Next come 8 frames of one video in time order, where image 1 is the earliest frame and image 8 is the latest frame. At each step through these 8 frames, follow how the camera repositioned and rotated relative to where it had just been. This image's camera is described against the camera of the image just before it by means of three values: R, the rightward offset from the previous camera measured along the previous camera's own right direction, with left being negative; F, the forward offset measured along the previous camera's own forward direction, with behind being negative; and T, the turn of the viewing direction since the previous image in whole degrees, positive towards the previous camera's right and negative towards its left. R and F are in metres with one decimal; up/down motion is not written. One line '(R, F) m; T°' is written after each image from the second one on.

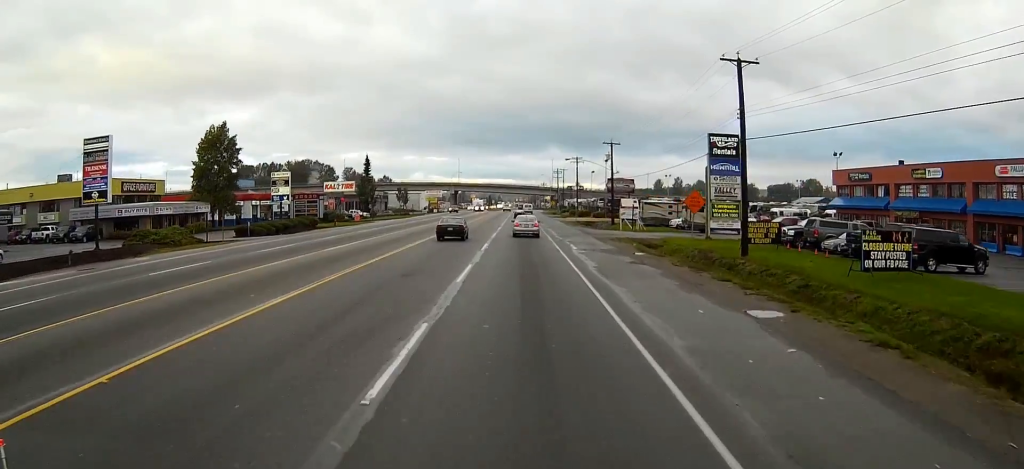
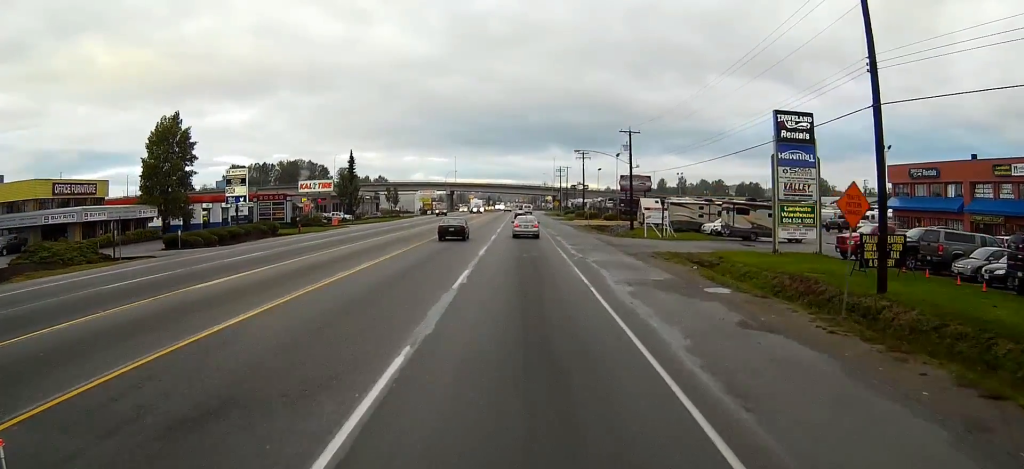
(0.0, +15.1) m; 0°
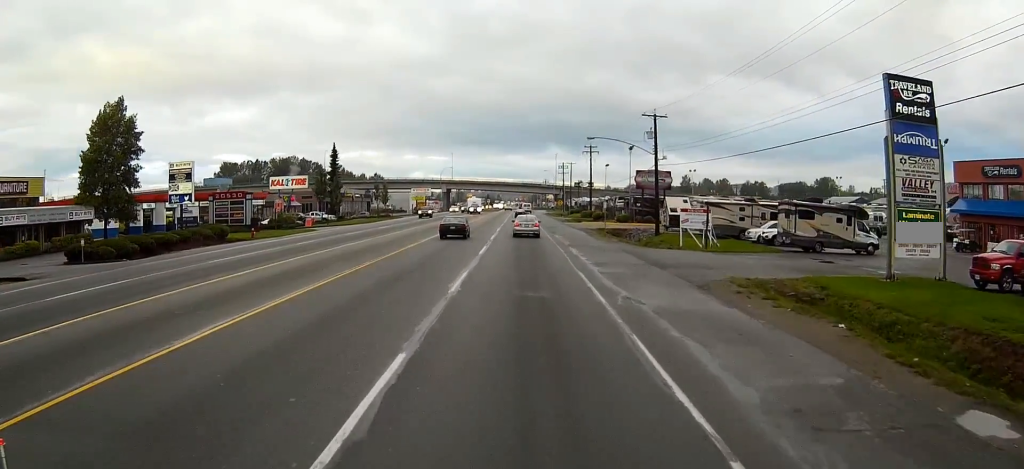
(0.0, +13.6) m; 0°
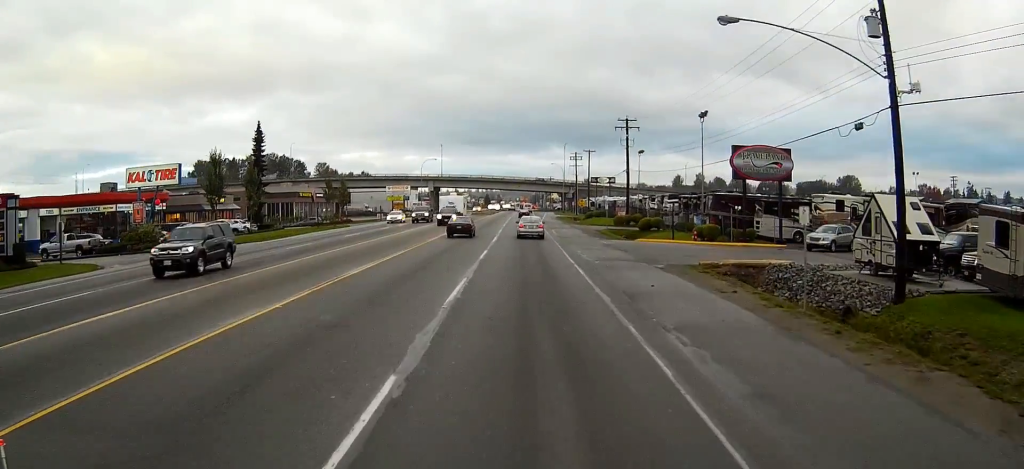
(0.0, +40.1) m; 0°
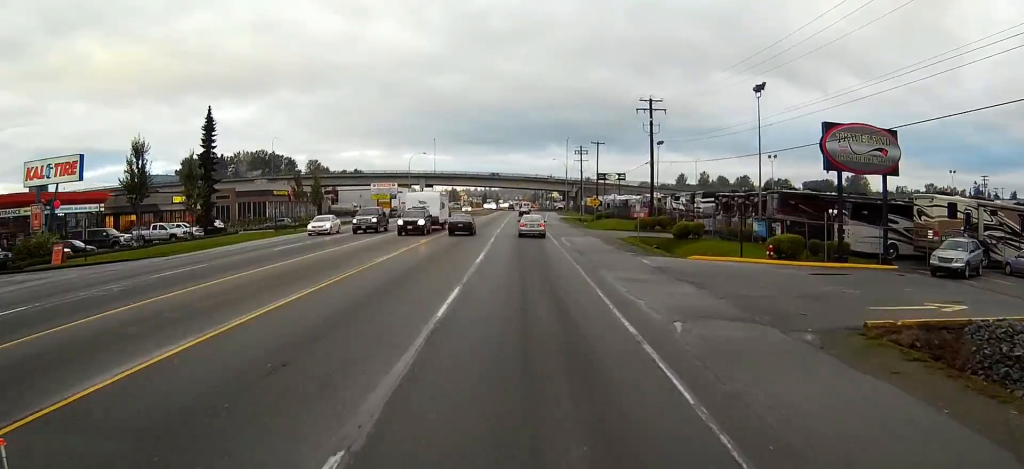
(-0.1, +15.0) m; 0°
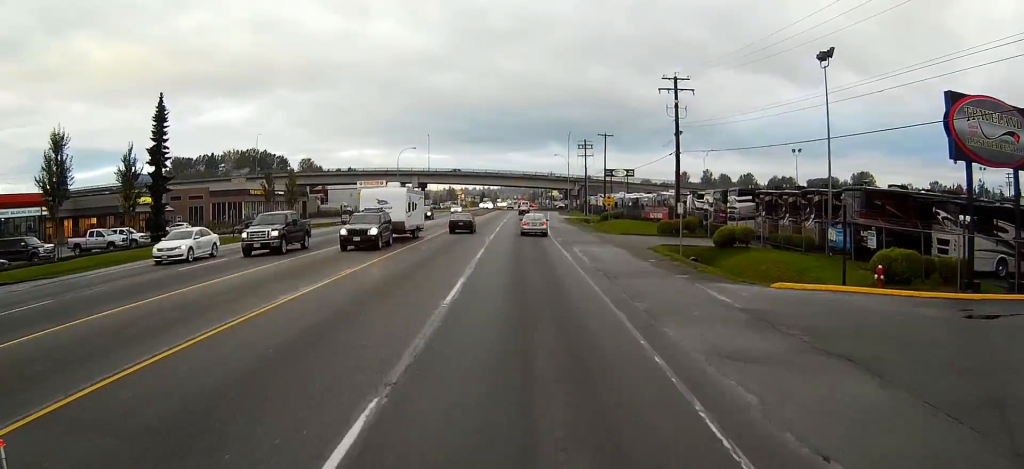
(-0.1, +11.4) m; 0°
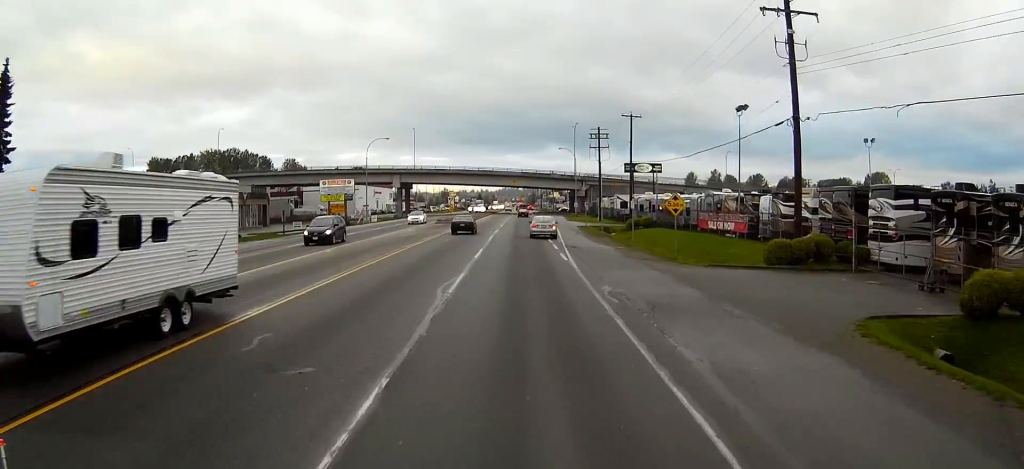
(+0.3, +24.4) m; 0°
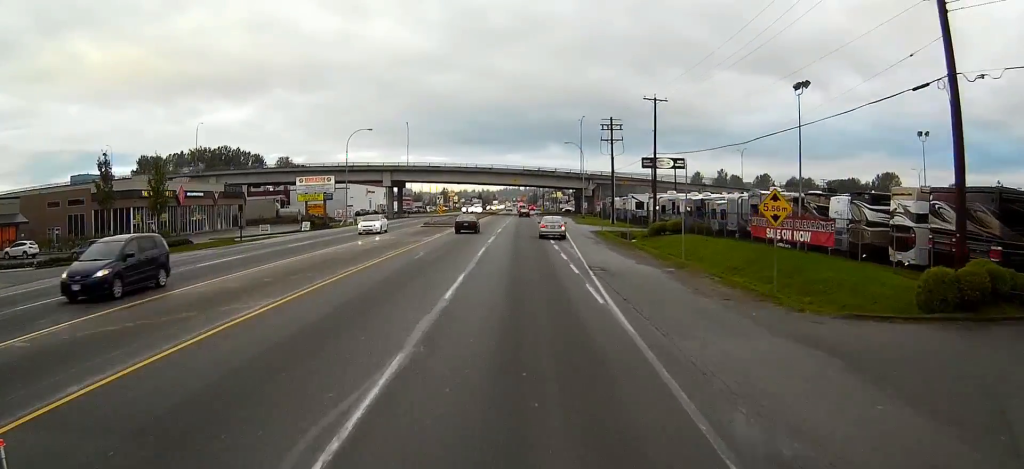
(-0.1, +13.0) m; 0°
